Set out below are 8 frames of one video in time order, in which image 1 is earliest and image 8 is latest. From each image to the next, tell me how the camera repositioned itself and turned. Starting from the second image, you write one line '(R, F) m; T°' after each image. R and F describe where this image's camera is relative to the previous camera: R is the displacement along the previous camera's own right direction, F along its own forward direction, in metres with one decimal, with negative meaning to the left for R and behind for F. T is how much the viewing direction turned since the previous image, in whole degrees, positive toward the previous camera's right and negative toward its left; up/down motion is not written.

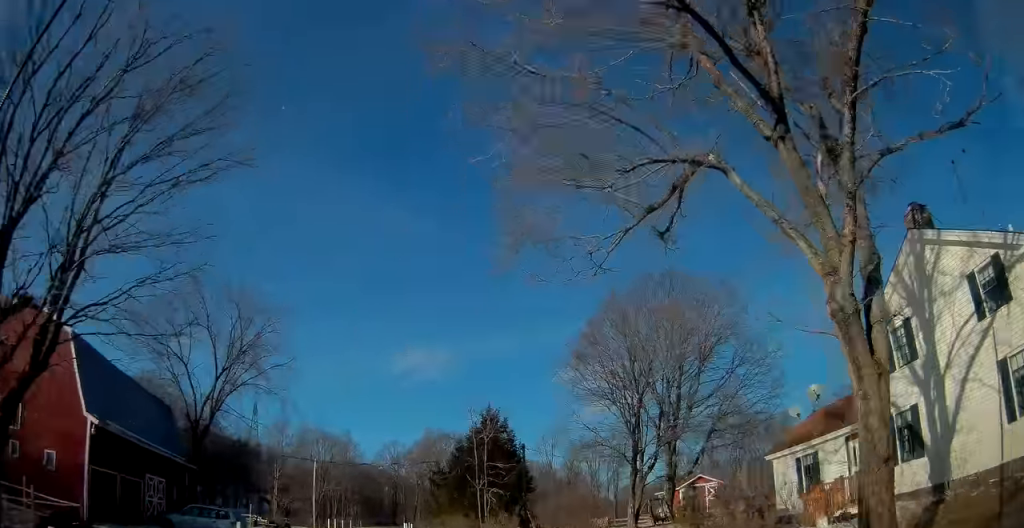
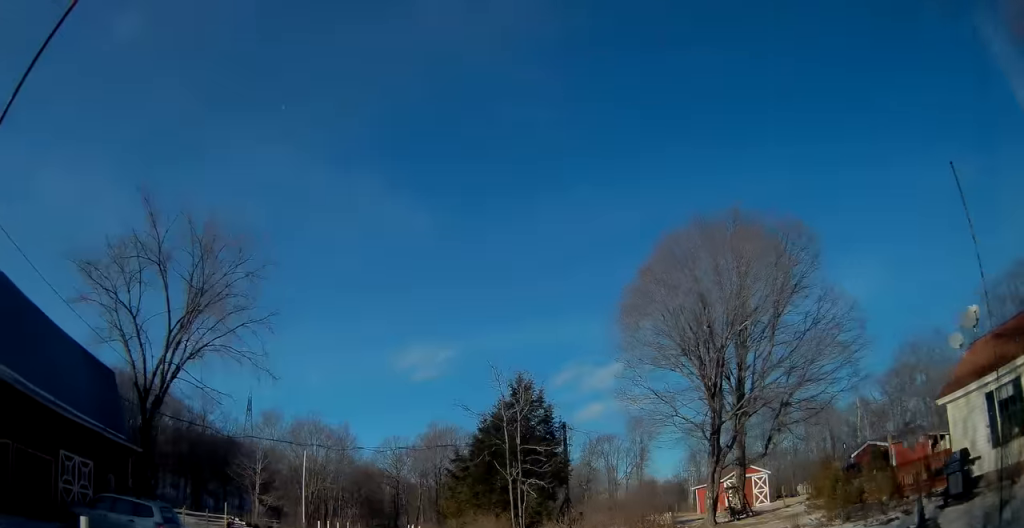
(+0.3, +9.0) m; 0°
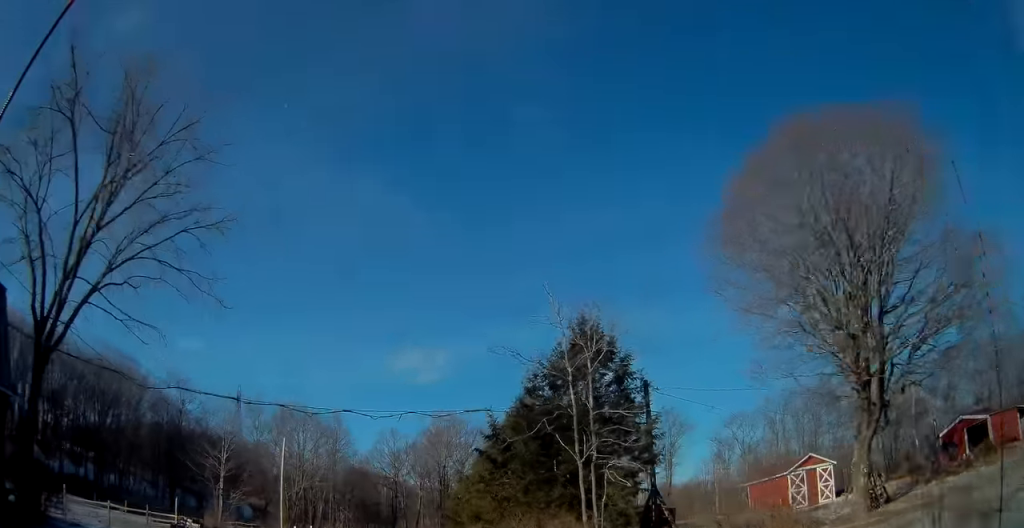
(-0.3, +10.4) m; -1°
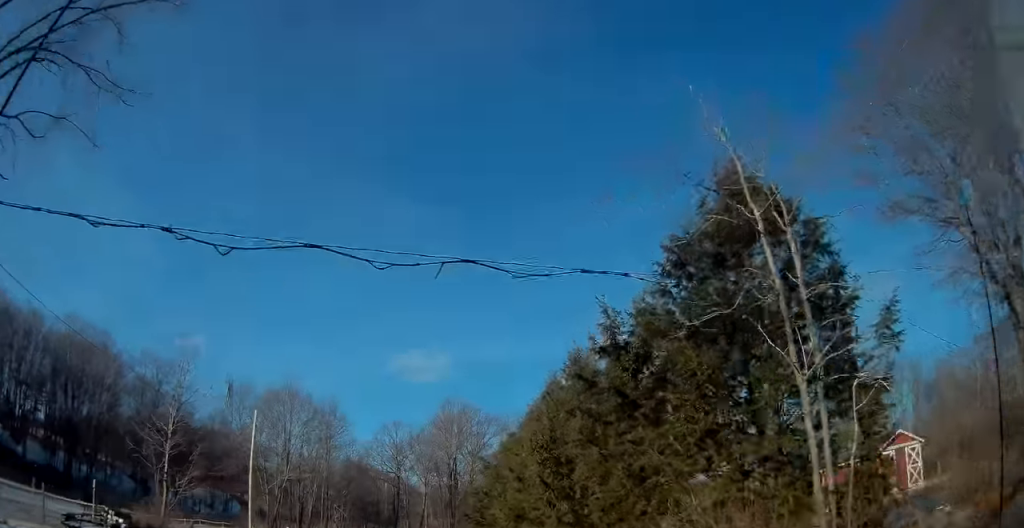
(+0.2, +10.5) m; +1°
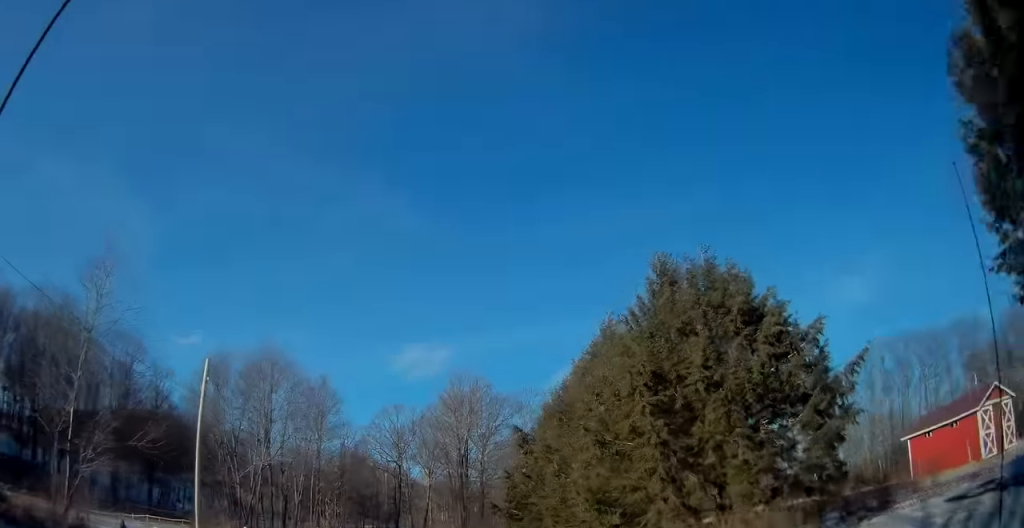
(0.0, +9.7) m; 0°
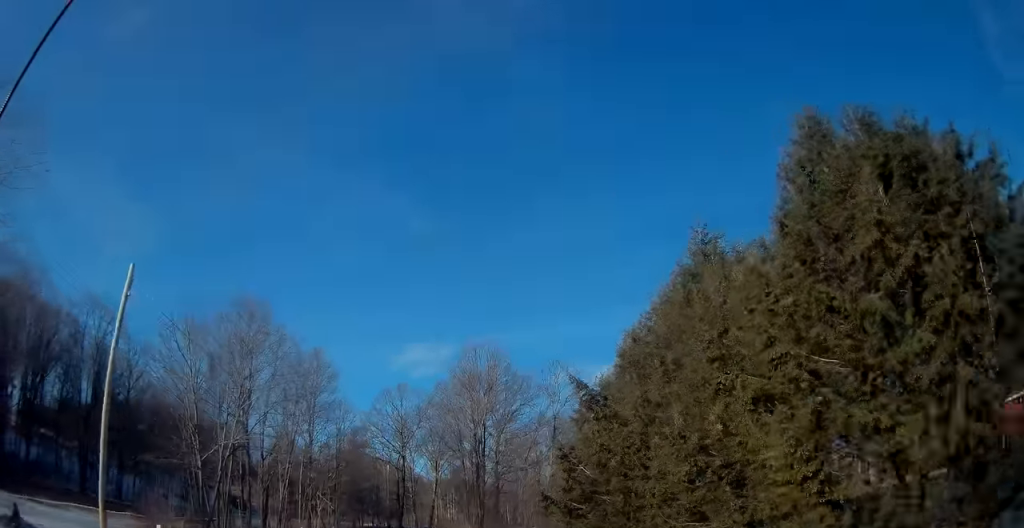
(0.0, +8.5) m; +1°
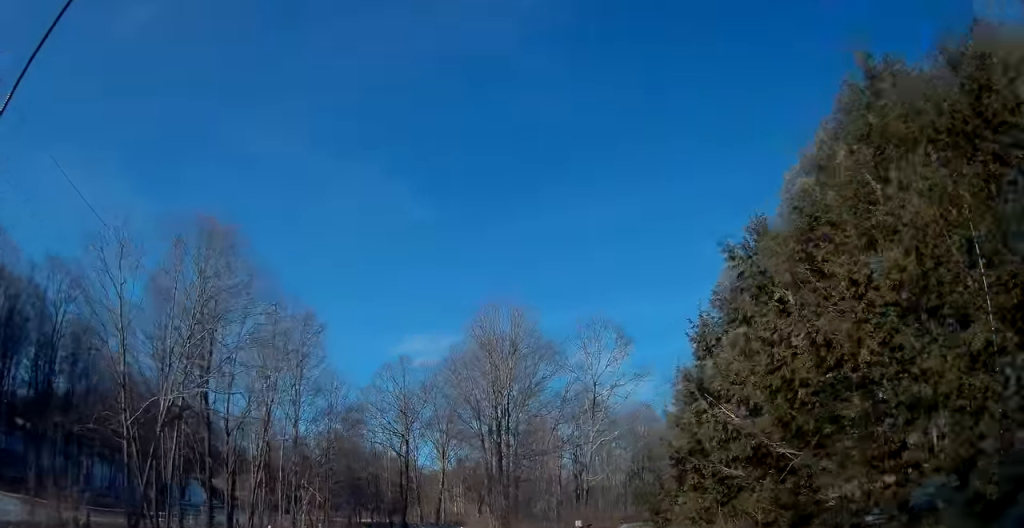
(+0.1, +9.2) m; 0°
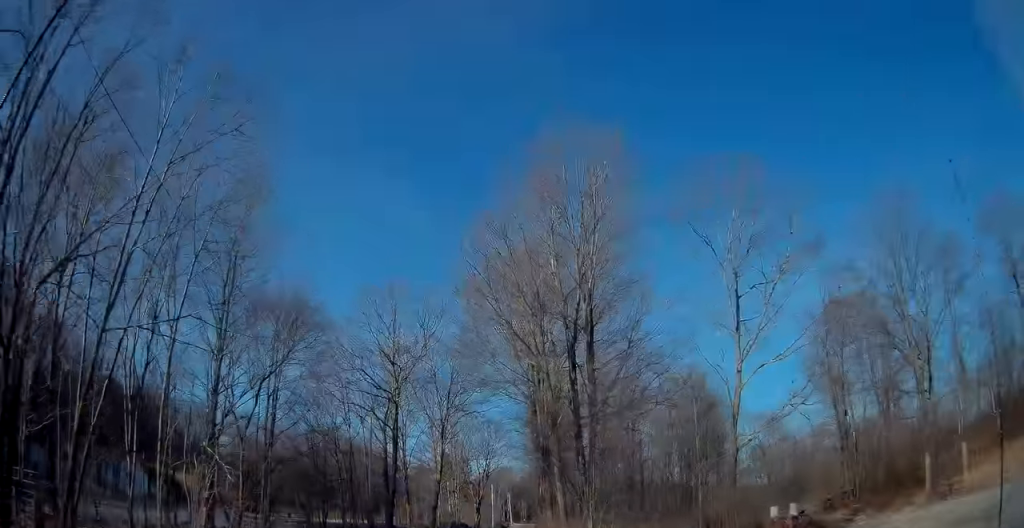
(-0.2, +18.7) m; +2°
